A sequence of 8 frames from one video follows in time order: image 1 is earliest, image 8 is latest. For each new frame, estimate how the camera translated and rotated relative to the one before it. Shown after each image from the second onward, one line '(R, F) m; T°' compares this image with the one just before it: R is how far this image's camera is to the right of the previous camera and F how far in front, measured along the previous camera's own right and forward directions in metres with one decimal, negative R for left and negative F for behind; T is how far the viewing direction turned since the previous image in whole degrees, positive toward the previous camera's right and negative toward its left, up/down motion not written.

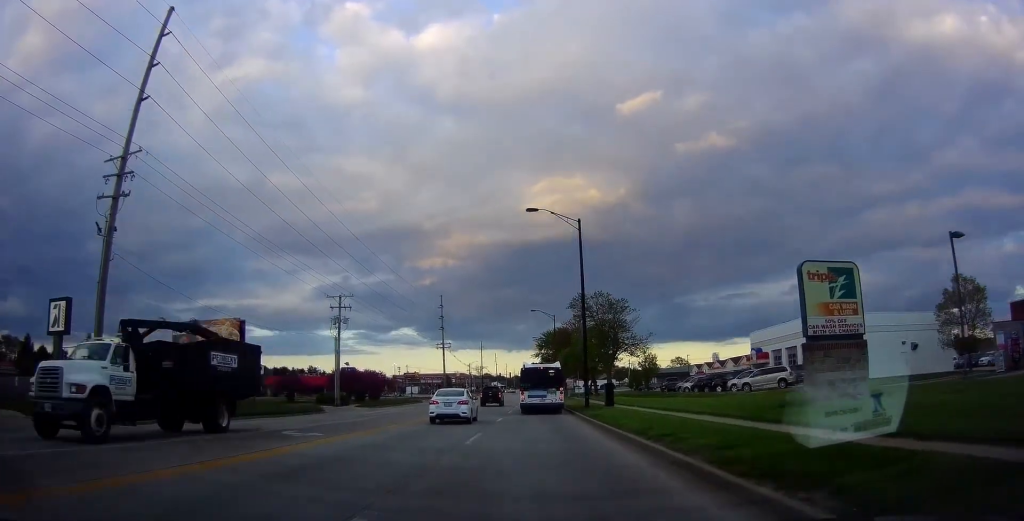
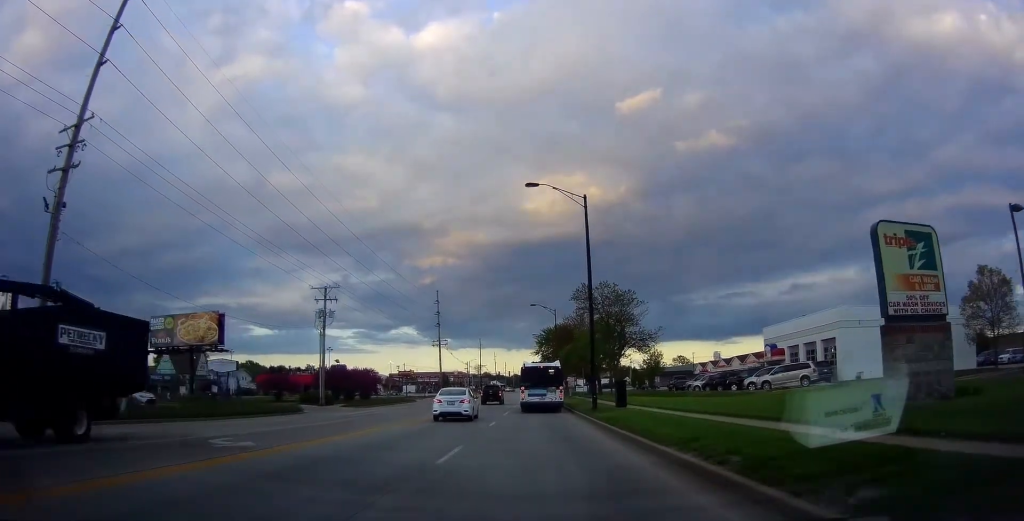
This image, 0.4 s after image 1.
(-0.4, +4.8) m; -1°
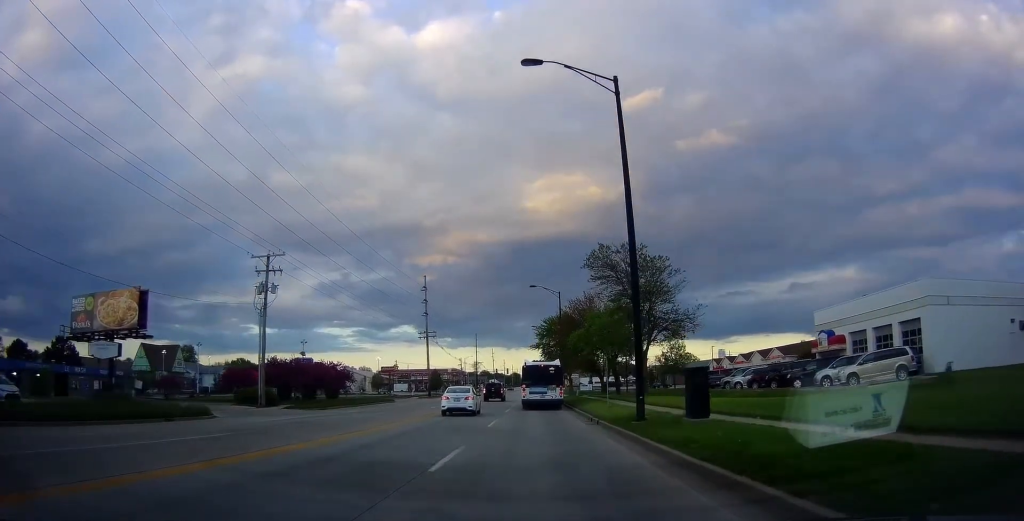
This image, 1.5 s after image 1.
(-0.1, +12.9) m; +2°
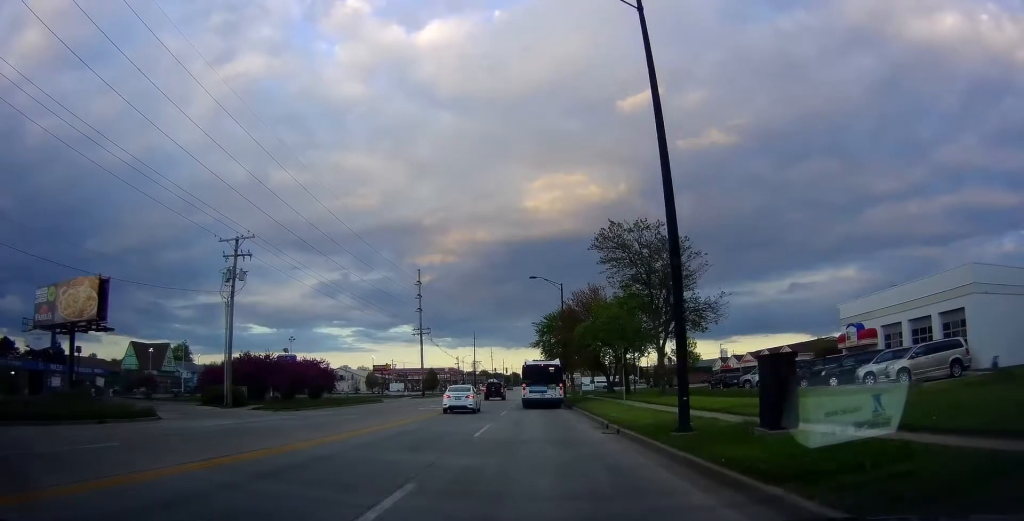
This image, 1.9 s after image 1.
(0.0, +5.4) m; +2°
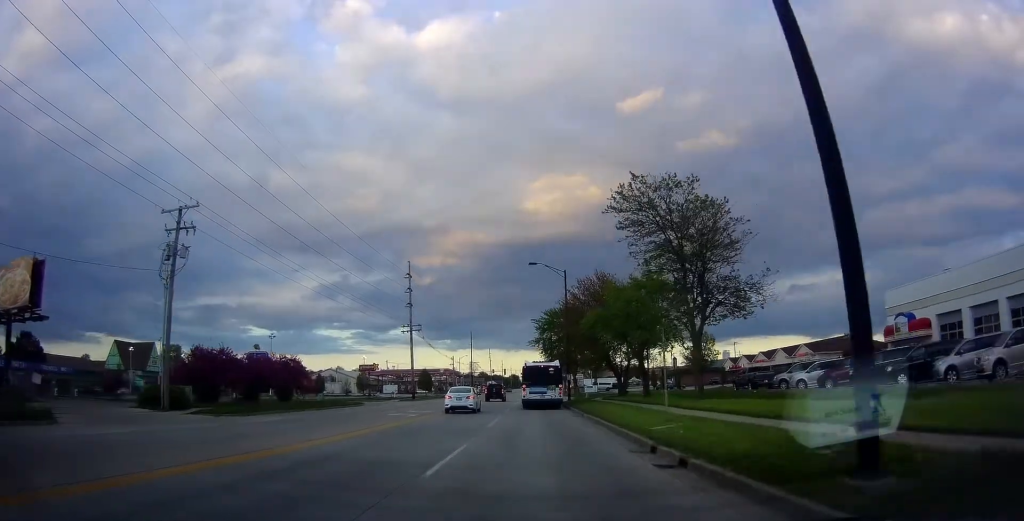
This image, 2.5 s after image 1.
(+0.3, +7.2) m; 0°
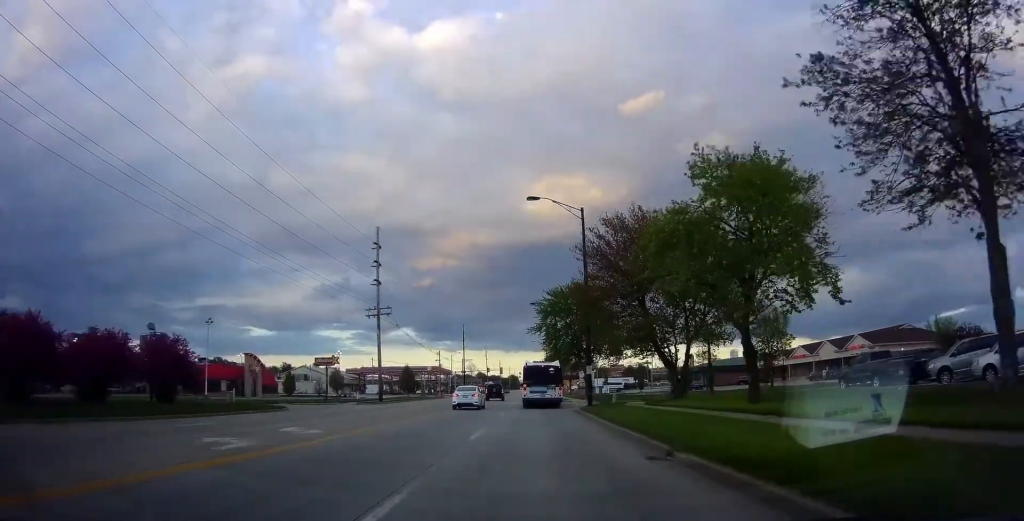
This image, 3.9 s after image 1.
(-0.4, +19.1) m; -2°
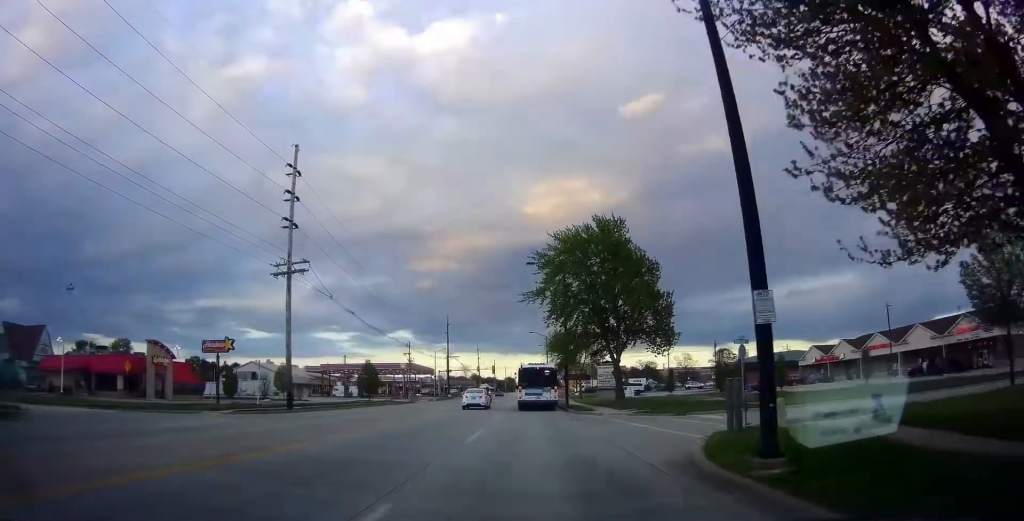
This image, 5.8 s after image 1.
(0.0, +25.6) m; 0°
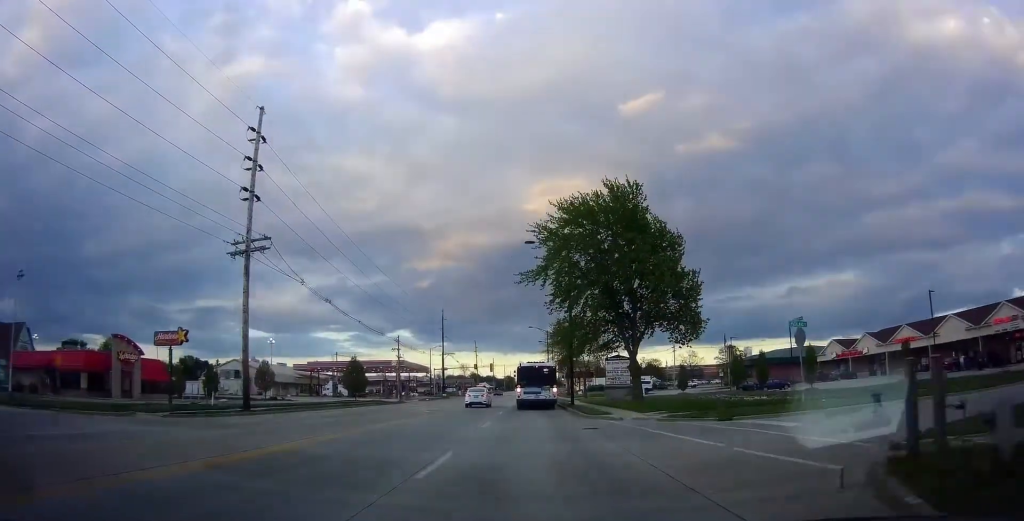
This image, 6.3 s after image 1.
(0.0, +7.1) m; +1°
